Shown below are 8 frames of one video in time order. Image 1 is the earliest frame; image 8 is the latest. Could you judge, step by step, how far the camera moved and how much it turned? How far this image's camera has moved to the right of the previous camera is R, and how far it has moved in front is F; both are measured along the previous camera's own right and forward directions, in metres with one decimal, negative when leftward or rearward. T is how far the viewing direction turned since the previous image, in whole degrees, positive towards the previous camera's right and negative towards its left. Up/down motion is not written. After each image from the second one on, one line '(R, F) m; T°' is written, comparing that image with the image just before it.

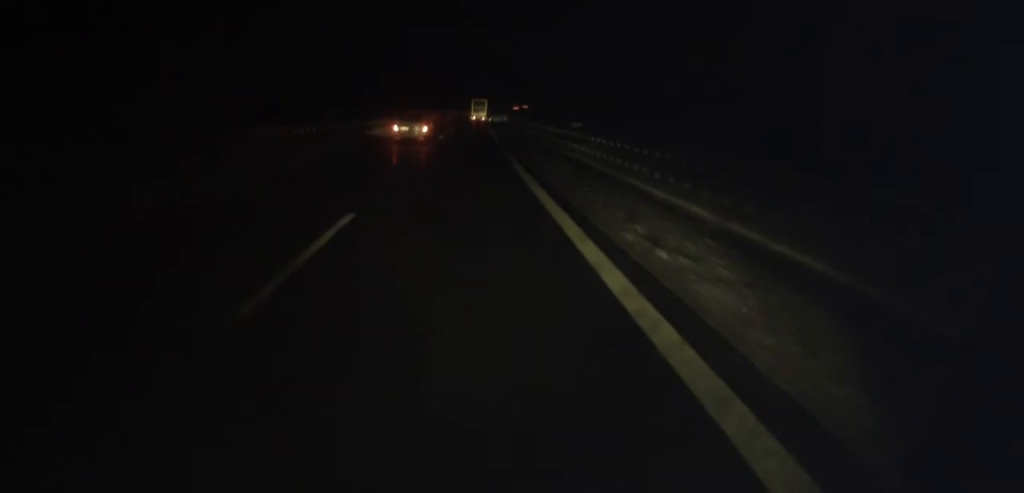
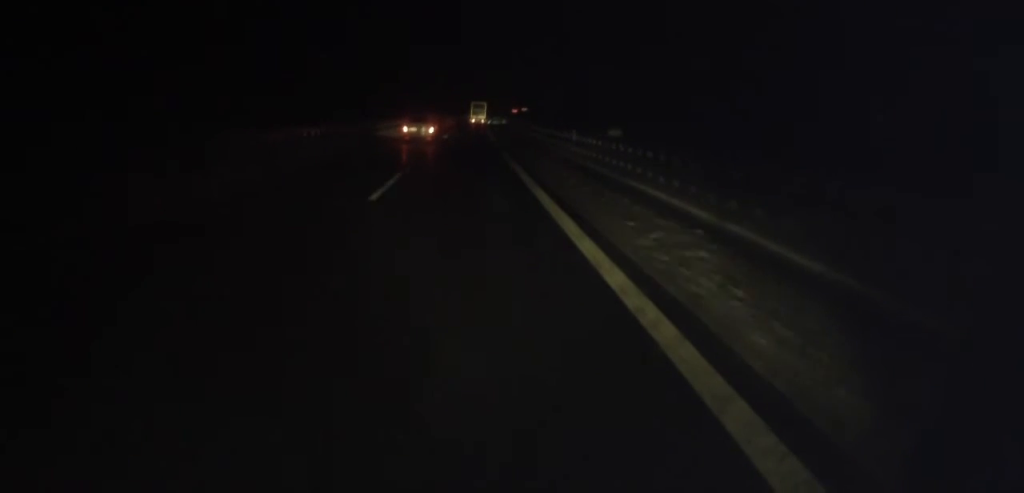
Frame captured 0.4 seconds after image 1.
(0.0, +9.8) m; 0°
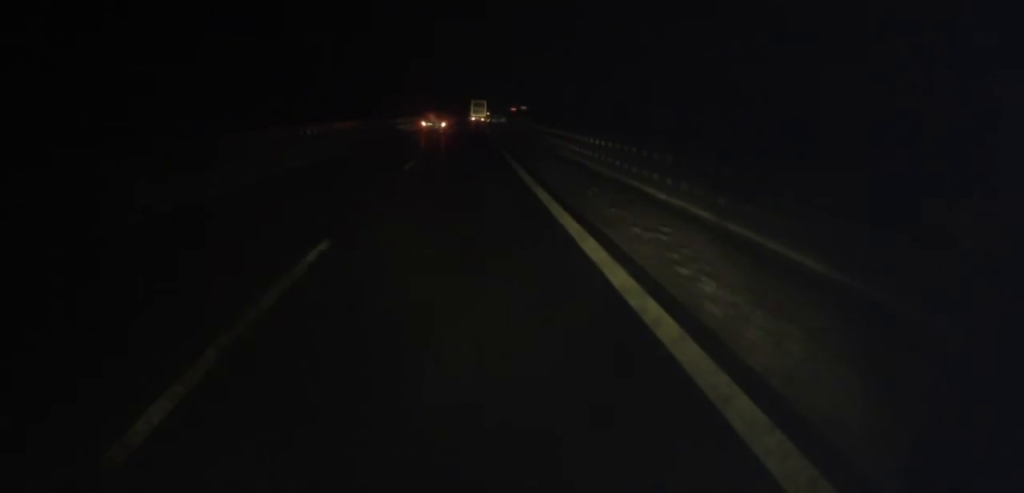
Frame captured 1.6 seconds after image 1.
(+0.1, +28.7) m; +1°
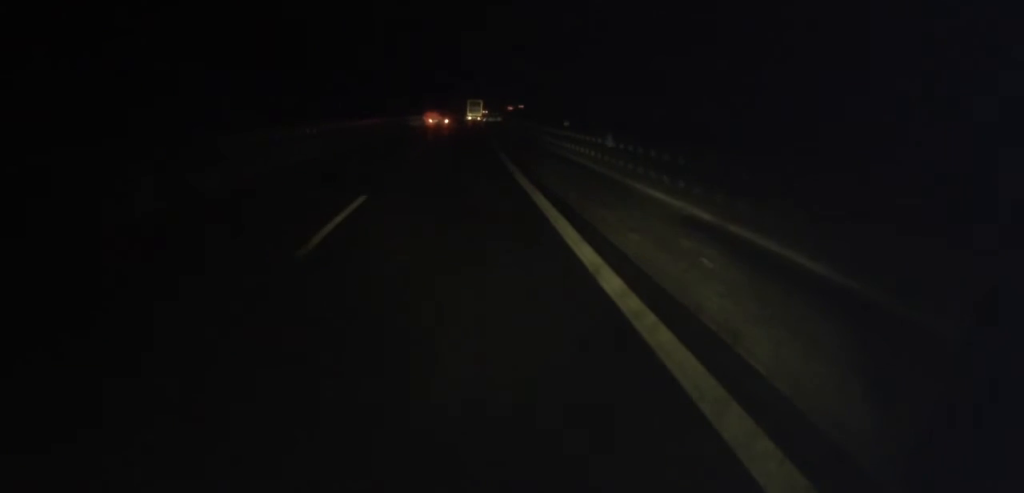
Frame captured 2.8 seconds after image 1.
(+0.4, +31.0) m; +1°
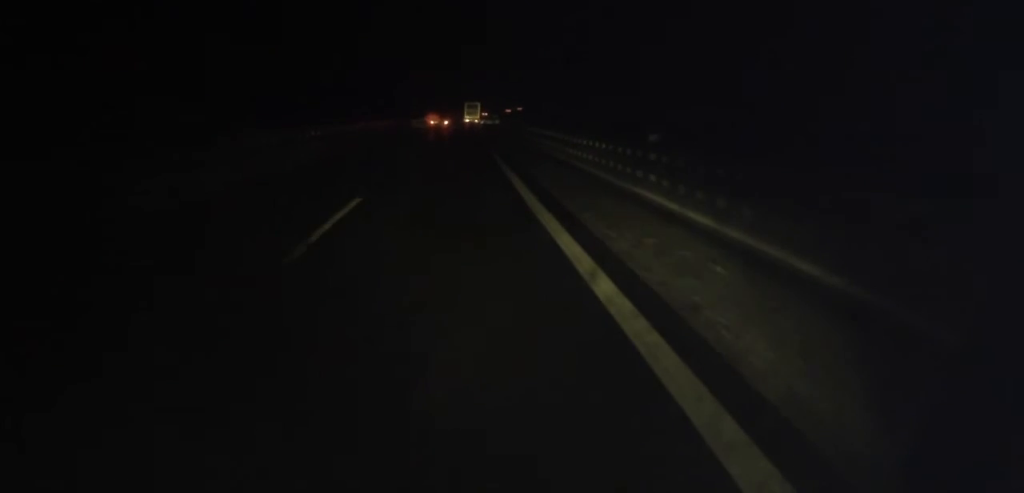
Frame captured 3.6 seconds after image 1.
(-0.1, +18.0) m; 0°
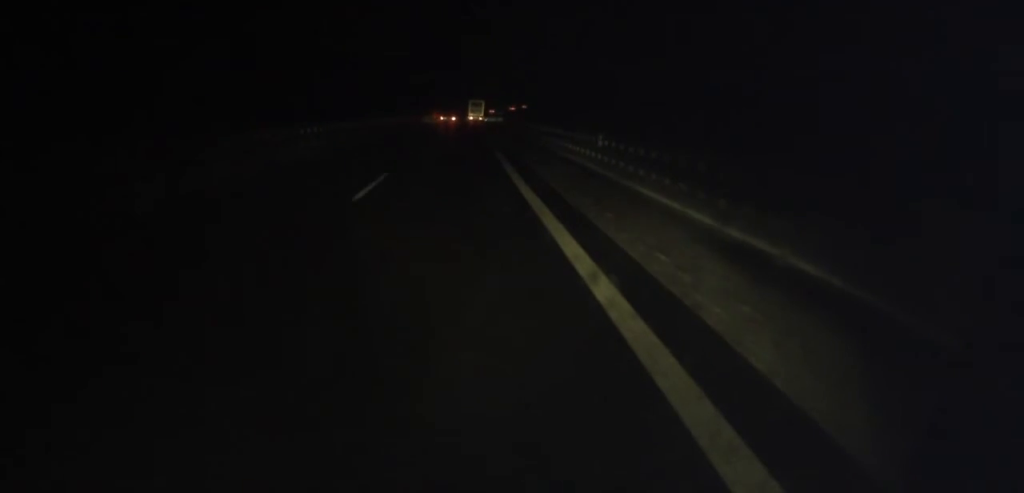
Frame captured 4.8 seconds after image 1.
(+0.3, +31.1) m; +1°
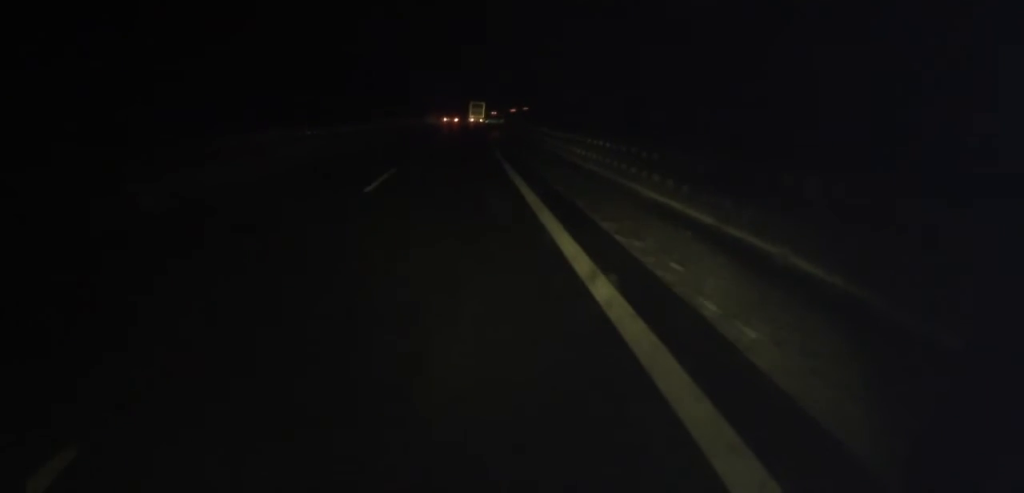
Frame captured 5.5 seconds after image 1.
(+0.2, +16.3) m; 0°
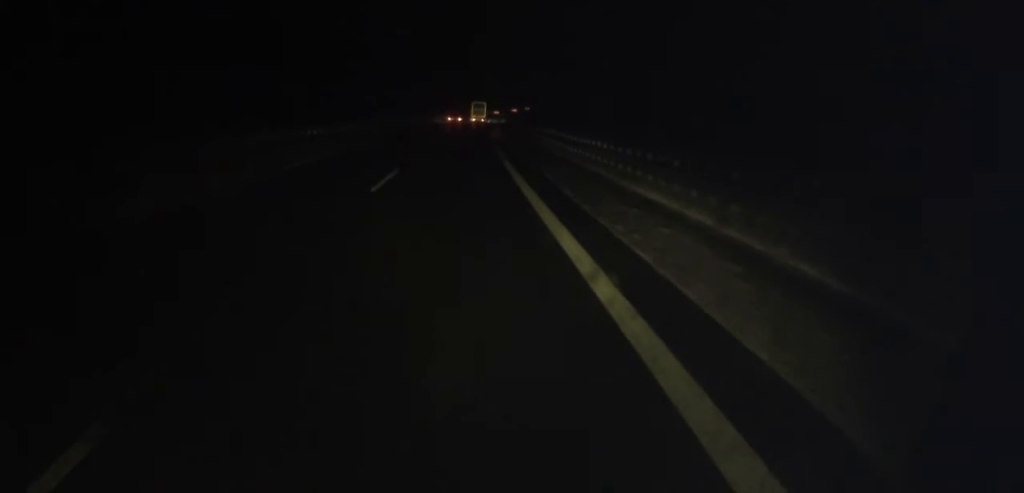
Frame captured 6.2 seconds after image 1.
(-0.3, +17.9) m; +1°
